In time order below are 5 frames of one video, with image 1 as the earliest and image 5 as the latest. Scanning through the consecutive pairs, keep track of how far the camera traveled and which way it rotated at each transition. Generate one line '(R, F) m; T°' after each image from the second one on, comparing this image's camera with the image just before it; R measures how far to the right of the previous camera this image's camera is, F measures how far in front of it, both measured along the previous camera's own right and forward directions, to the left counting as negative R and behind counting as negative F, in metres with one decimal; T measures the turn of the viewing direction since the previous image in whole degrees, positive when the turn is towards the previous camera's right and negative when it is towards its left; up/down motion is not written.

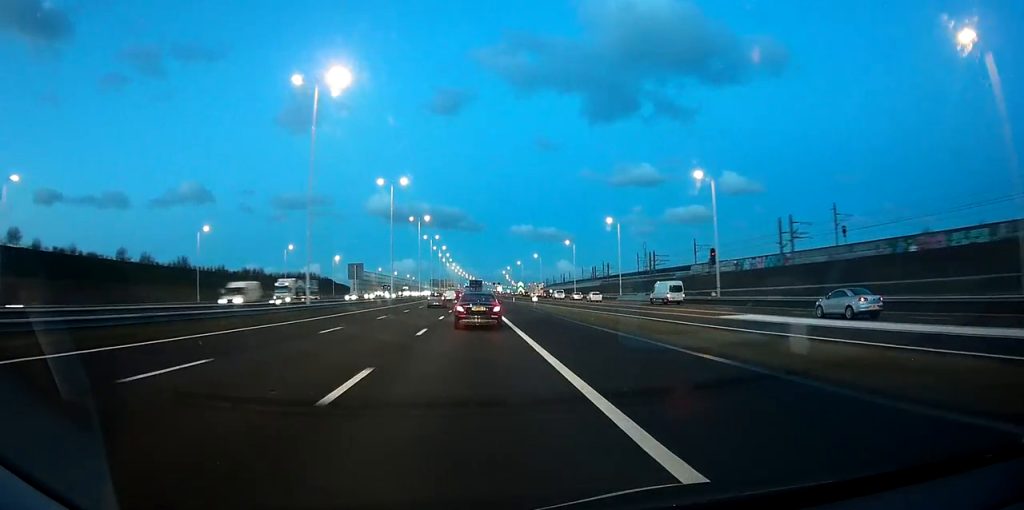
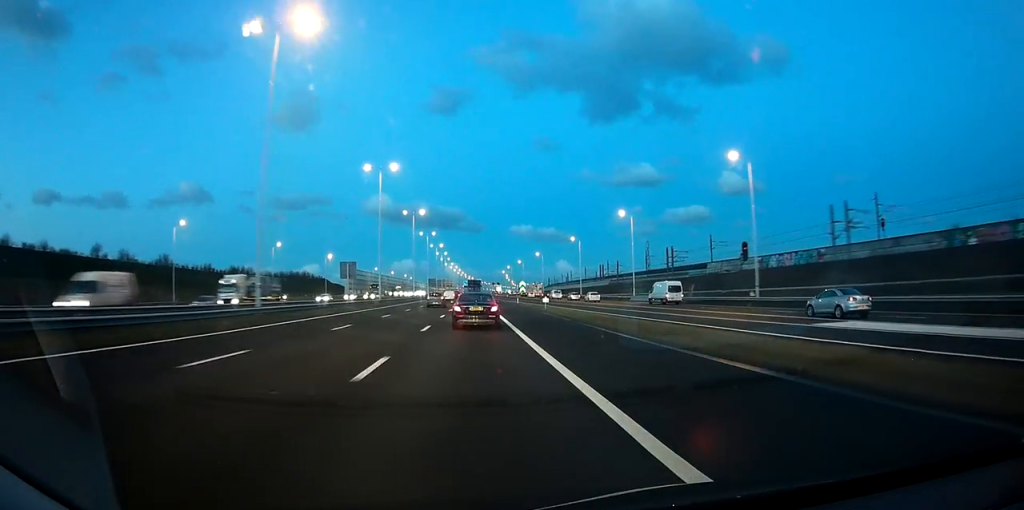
(+0.2, +10.0) m; 0°
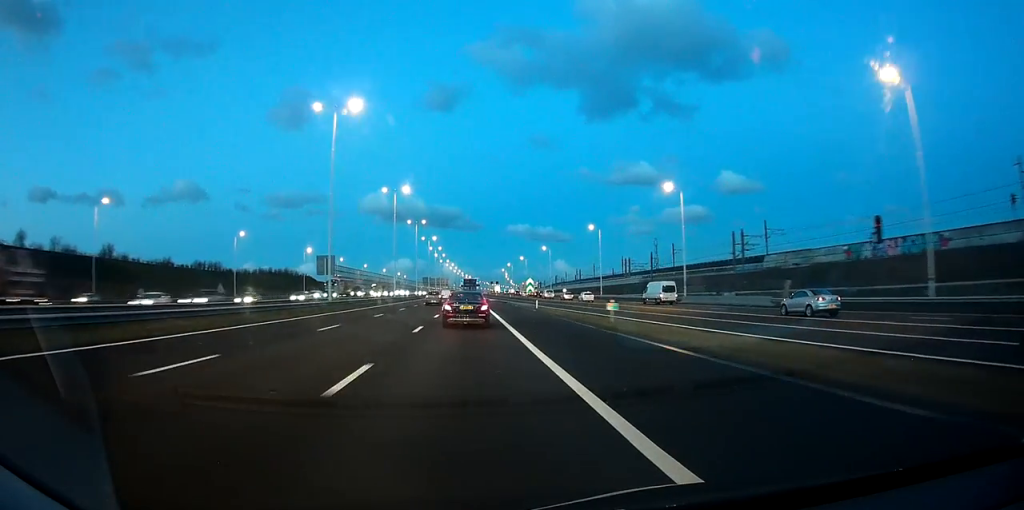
(-0.4, +25.6) m; 0°
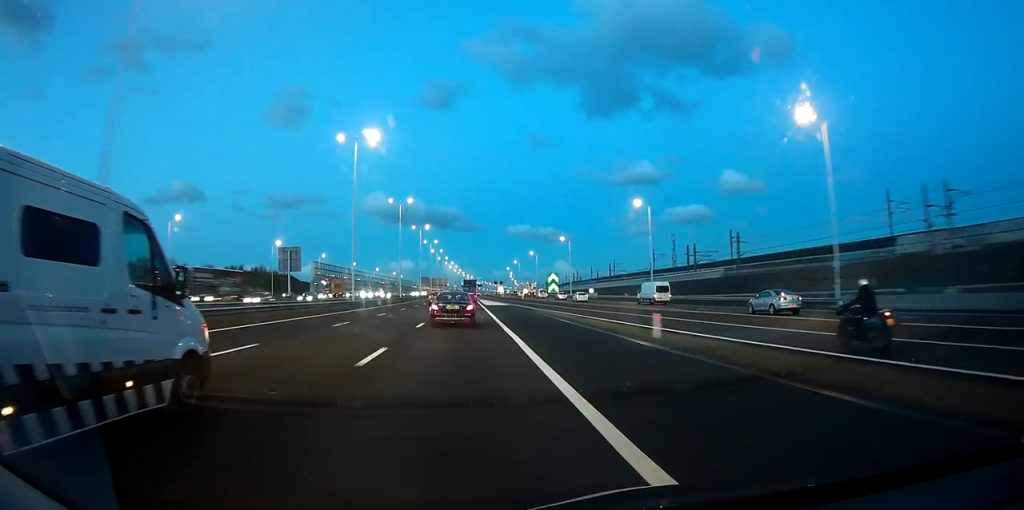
(+0.2, +33.5) m; 0°
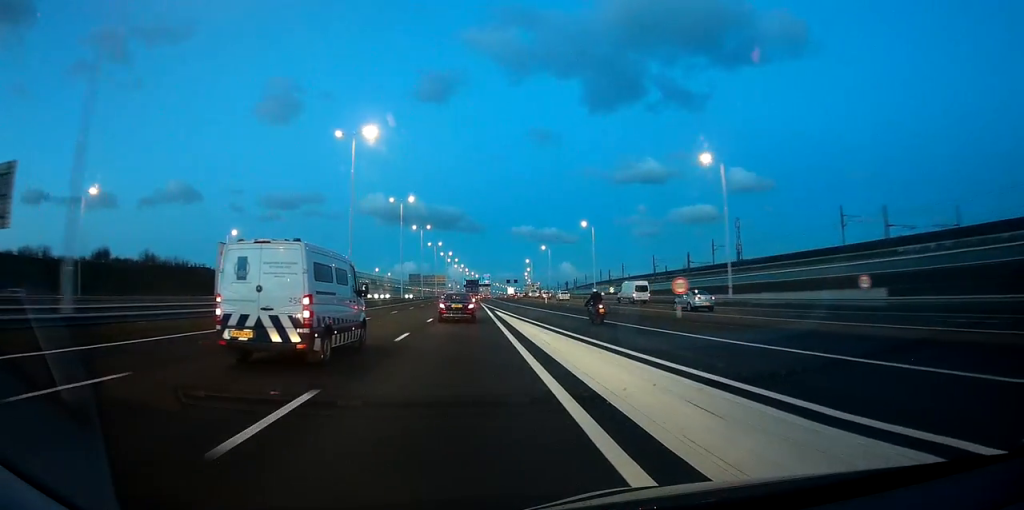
(-0.7, +89.3) m; 0°
